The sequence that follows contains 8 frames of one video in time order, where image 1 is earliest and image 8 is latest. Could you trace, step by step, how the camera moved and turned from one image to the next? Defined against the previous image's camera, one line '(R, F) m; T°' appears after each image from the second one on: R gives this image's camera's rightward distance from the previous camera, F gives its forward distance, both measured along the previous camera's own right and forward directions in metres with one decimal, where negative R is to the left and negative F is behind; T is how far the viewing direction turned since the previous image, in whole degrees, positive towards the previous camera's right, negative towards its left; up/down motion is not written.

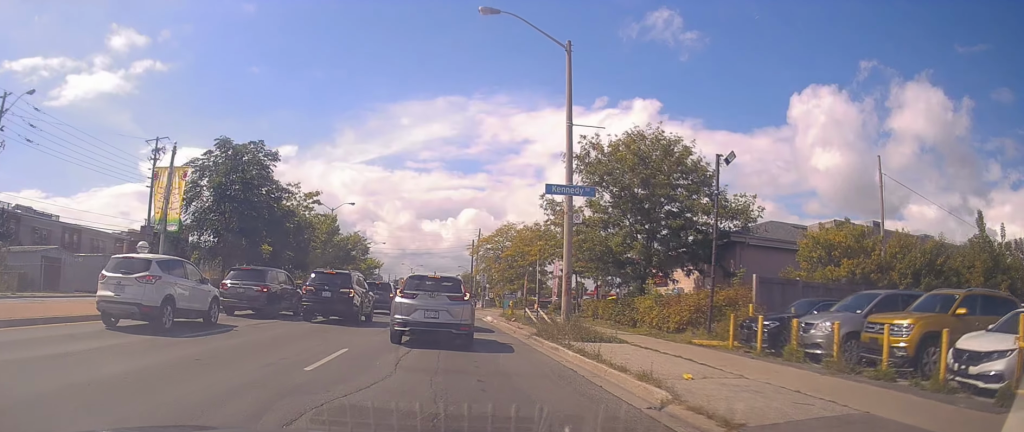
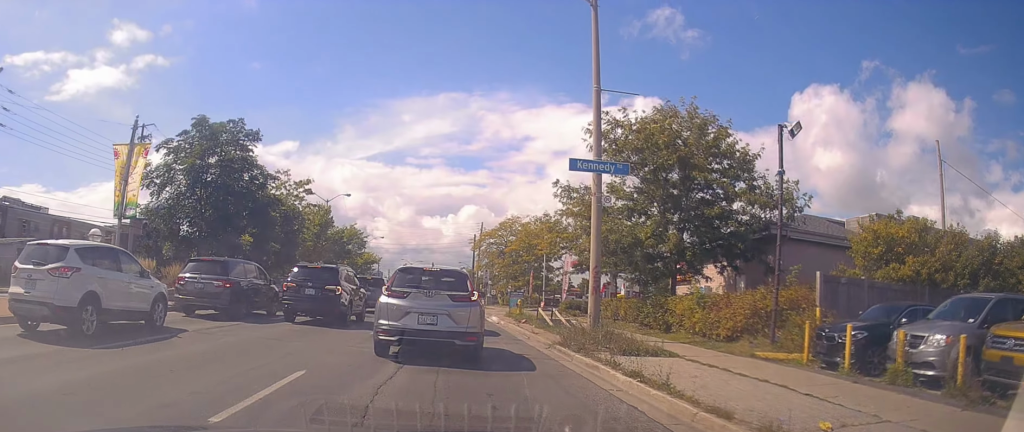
(-0.2, +3.9) m; -5°
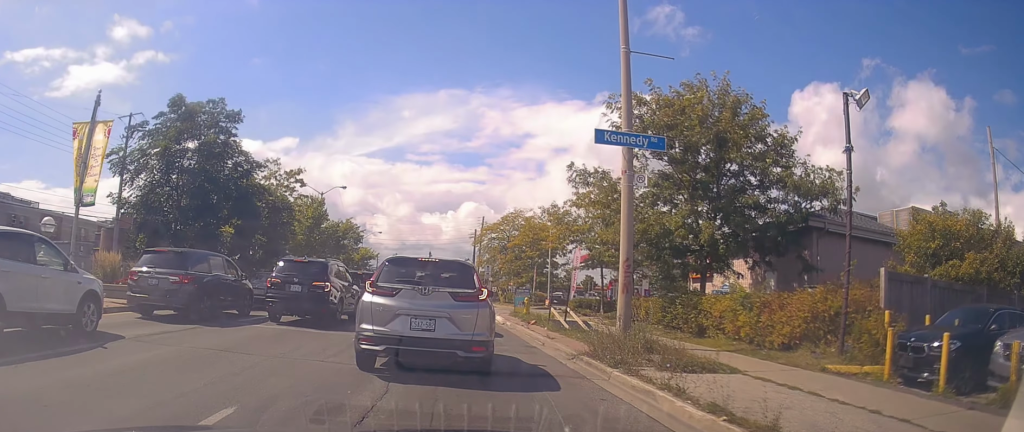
(-0.2, +3.0) m; -1°
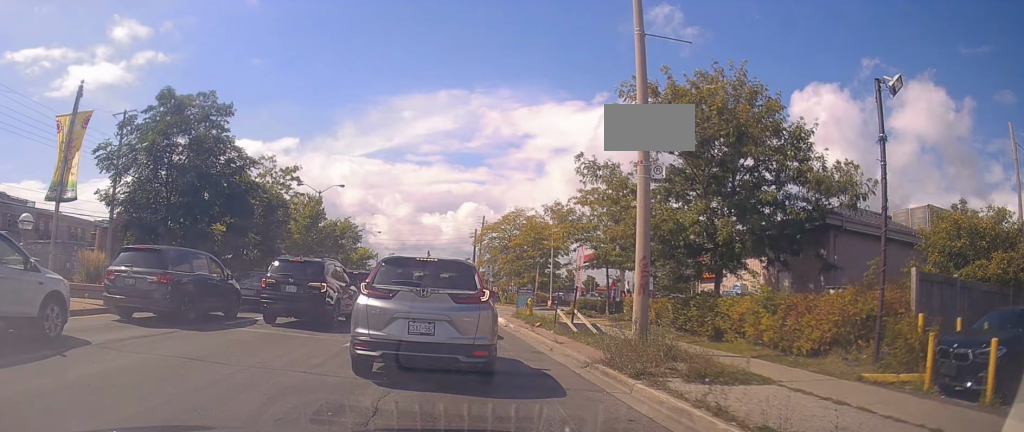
(+0.1, +1.5) m; +2°
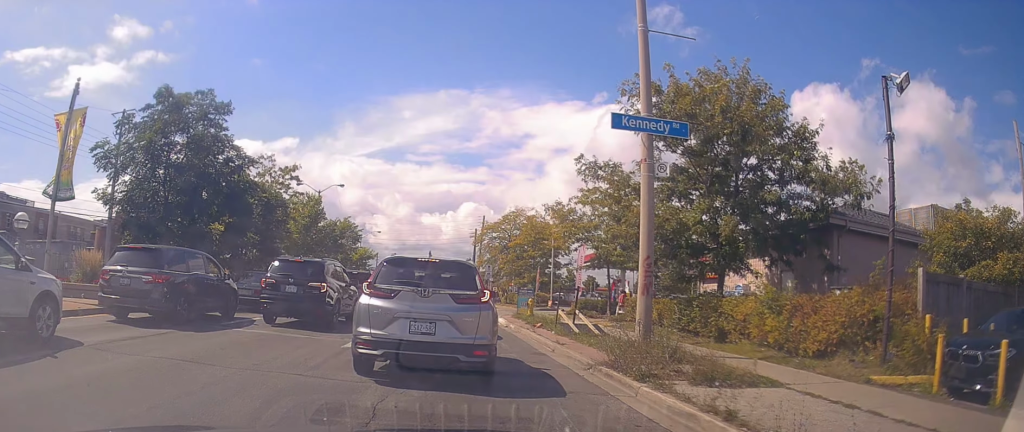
(+0.2, +0.5) m; 0°
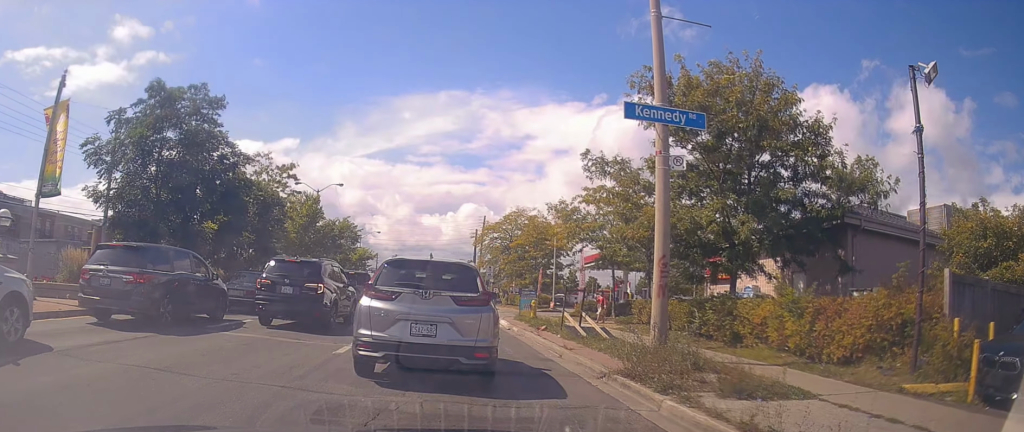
(+0.2, +0.6) m; 0°
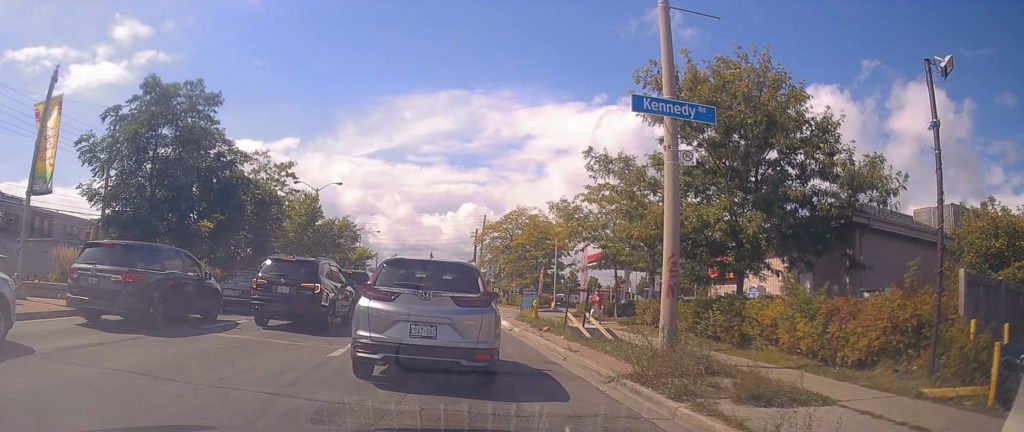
(+0.1, +0.2) m; 0°
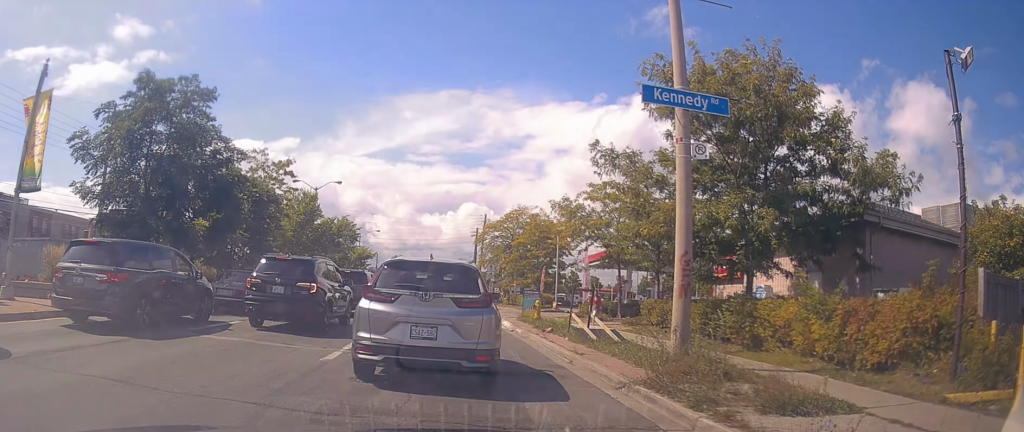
(+0.1, +0.3) m; 0°
